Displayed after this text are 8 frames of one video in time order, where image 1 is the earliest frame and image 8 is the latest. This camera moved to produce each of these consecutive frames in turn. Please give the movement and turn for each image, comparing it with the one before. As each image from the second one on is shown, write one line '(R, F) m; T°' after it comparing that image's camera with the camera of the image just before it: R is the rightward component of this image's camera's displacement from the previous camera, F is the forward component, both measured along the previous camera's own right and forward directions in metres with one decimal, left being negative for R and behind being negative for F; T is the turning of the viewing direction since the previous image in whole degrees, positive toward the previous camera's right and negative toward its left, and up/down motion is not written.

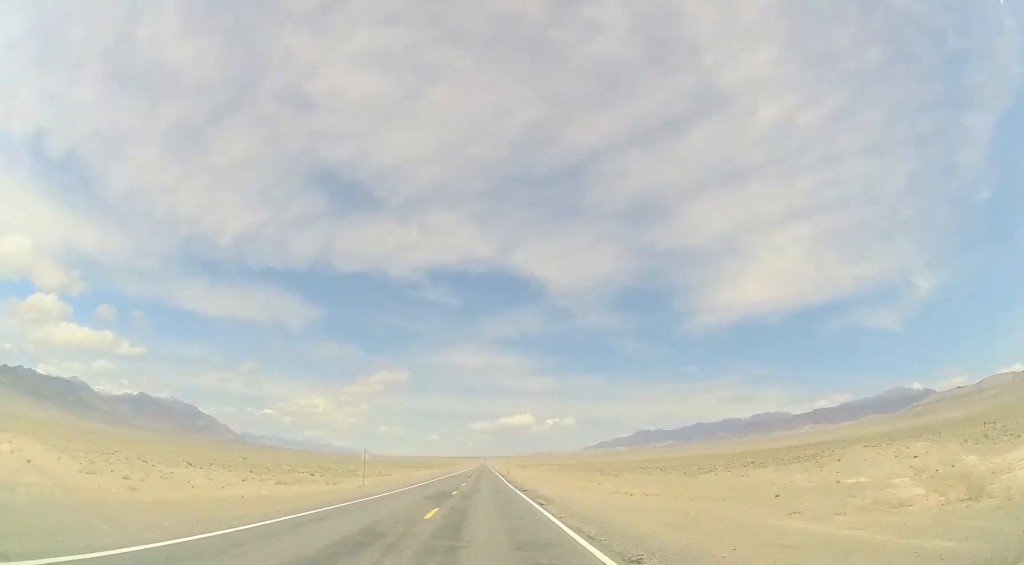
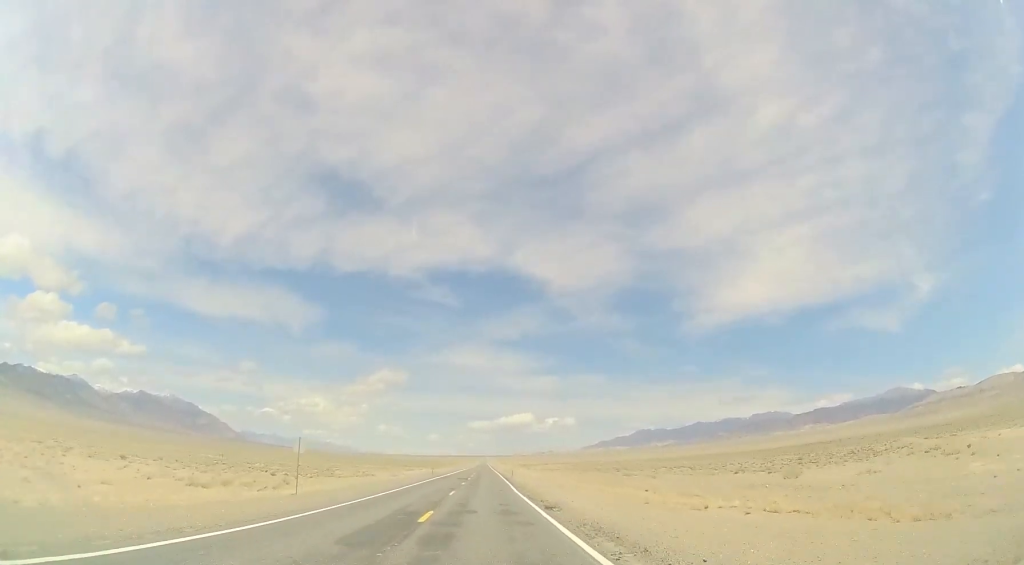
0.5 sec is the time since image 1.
(+0.1, +14.7) m; 0°
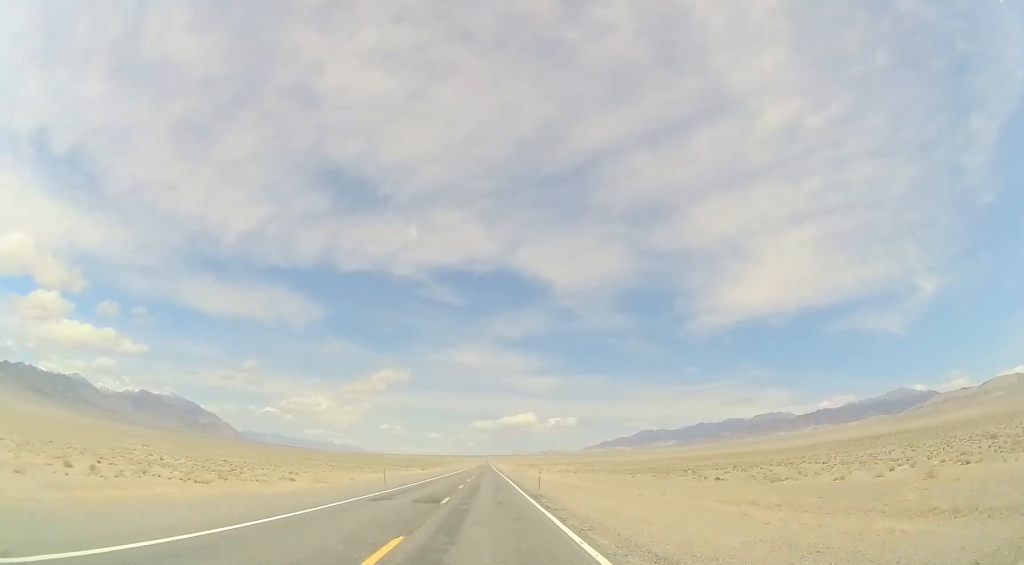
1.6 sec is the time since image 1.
(0.0, +34.6) m; 0°
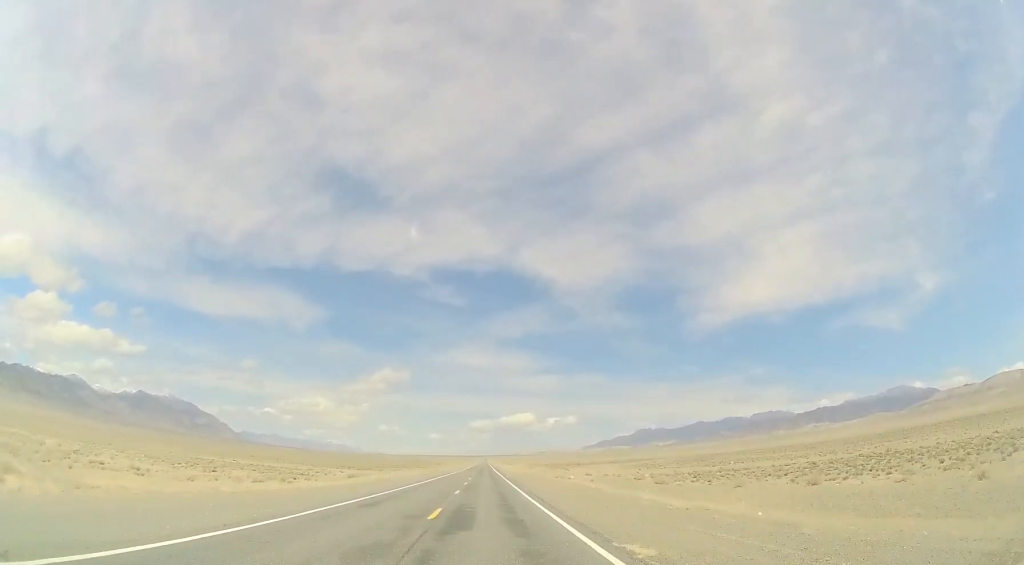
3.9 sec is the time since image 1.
(-0.2, +74.0) m; 0°
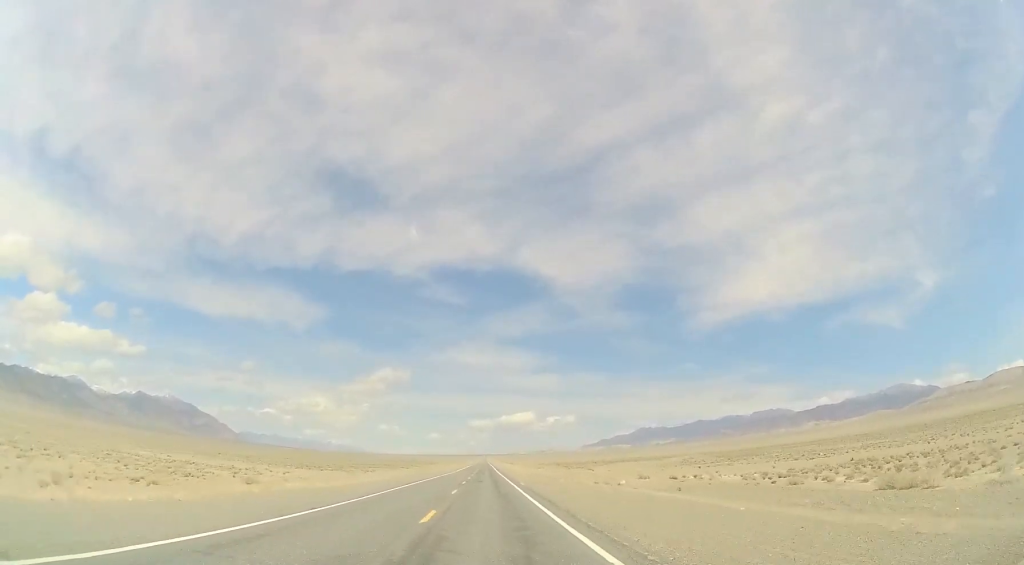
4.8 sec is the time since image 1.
(0.0, +28.6) m; +1°
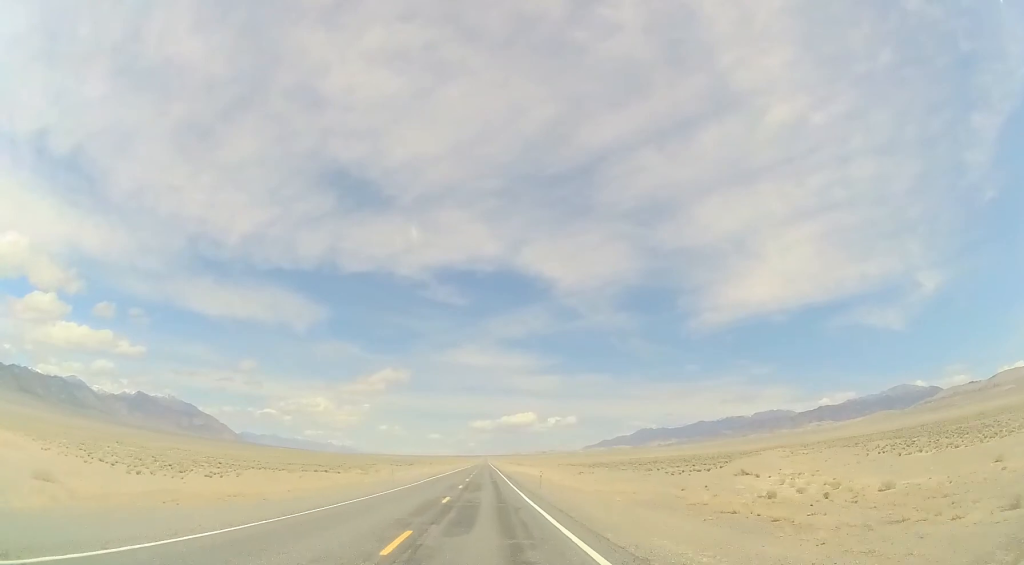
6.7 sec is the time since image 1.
(+0.2, +59.3) m; 0°
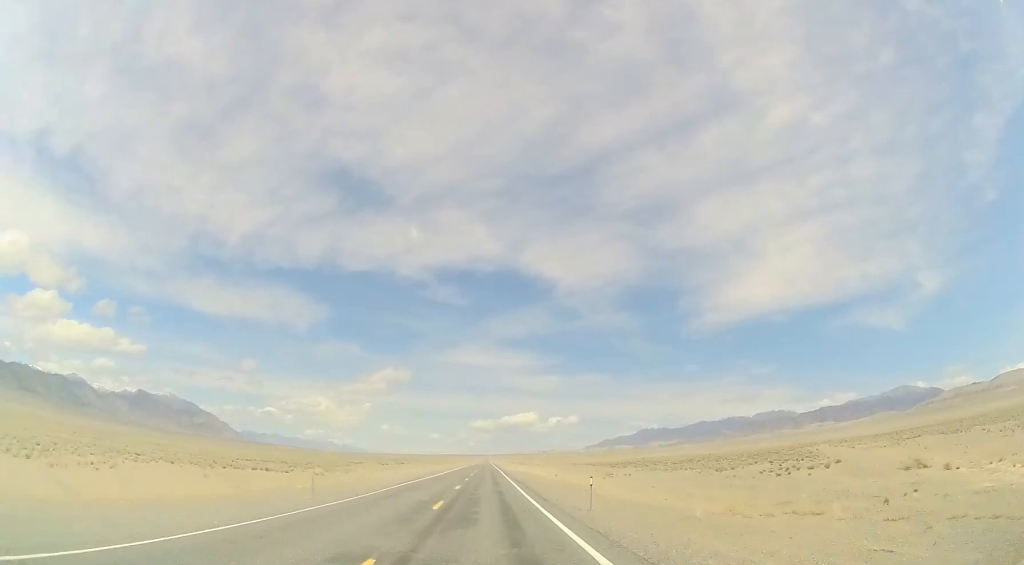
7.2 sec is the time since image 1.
(-0.1, +18.0) m; 0°
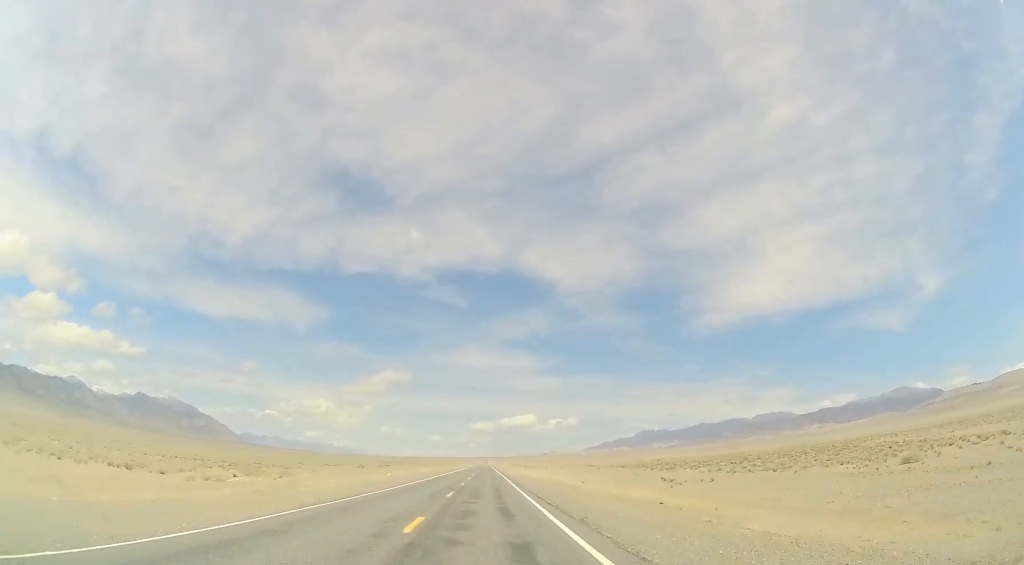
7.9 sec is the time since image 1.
(0.0, +20.2) m; 0°
